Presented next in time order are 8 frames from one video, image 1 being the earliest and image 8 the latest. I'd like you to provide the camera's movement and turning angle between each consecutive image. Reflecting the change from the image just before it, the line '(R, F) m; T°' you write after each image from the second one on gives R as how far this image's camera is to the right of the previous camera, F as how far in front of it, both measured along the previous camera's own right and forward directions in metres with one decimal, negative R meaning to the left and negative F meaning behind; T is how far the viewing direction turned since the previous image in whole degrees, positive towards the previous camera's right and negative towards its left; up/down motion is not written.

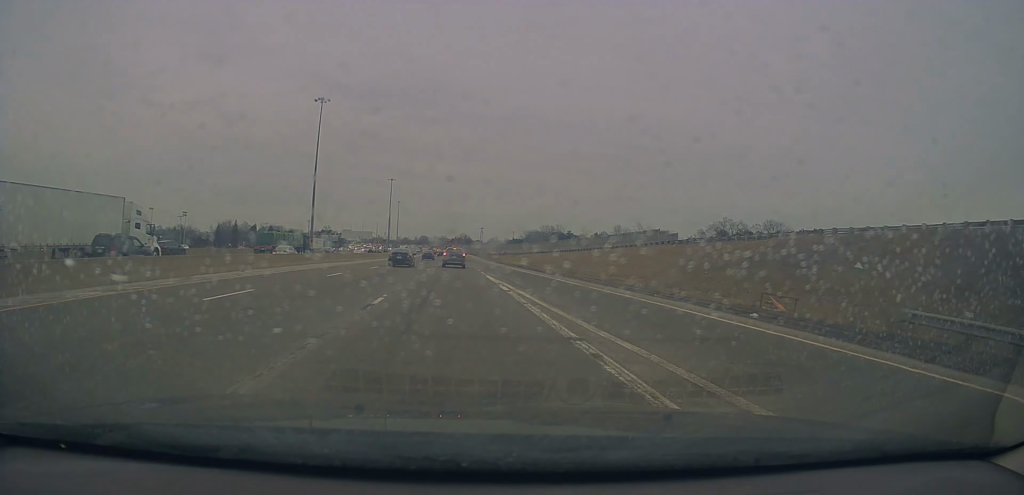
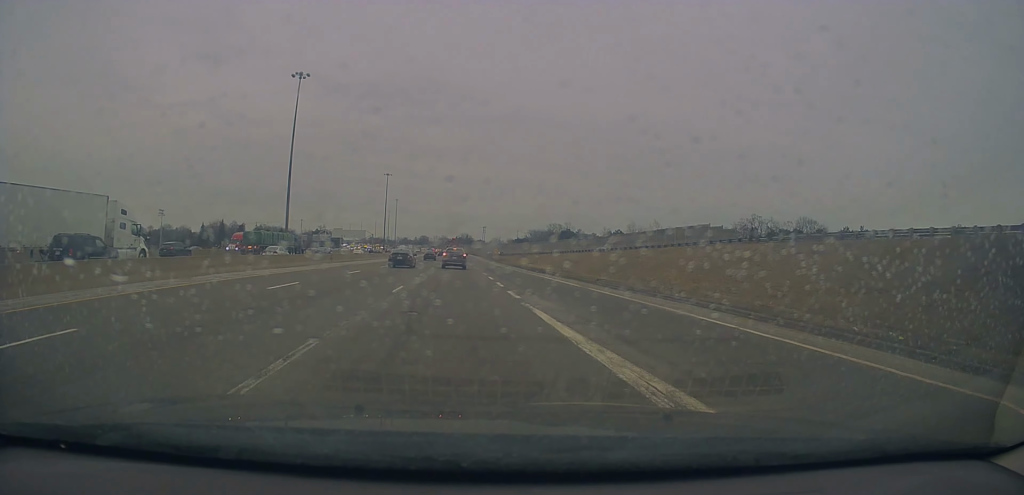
(+0.7, +21.9) m; +2°
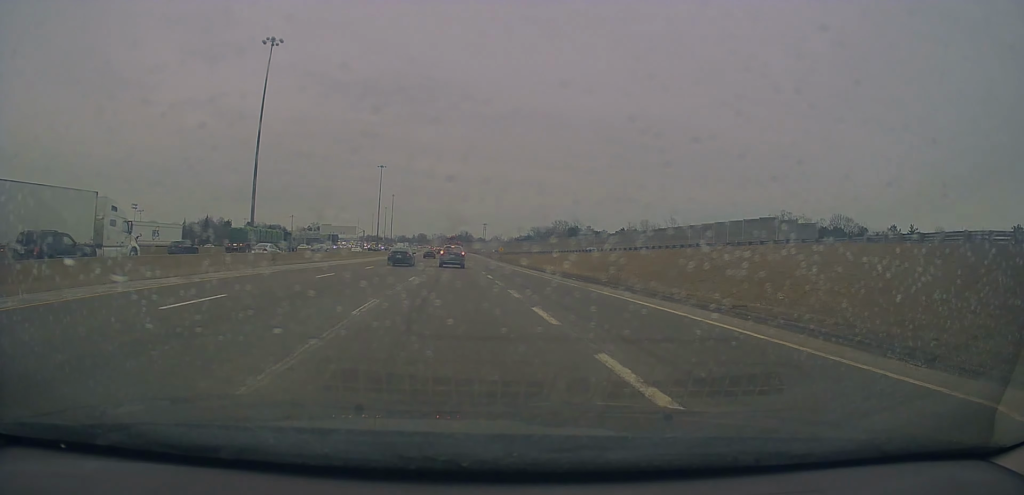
(+0.2, +19.8) m; +1°
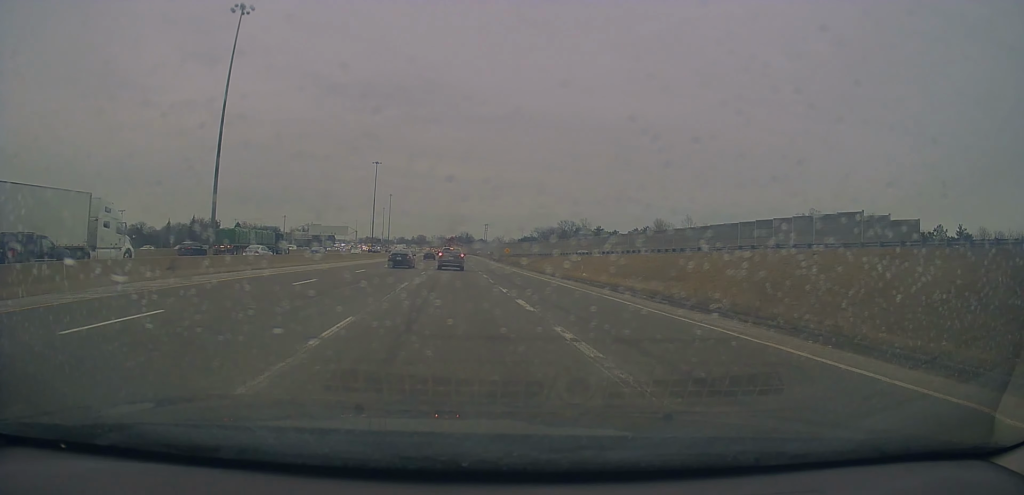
(0.0, +17.4) m; 0°
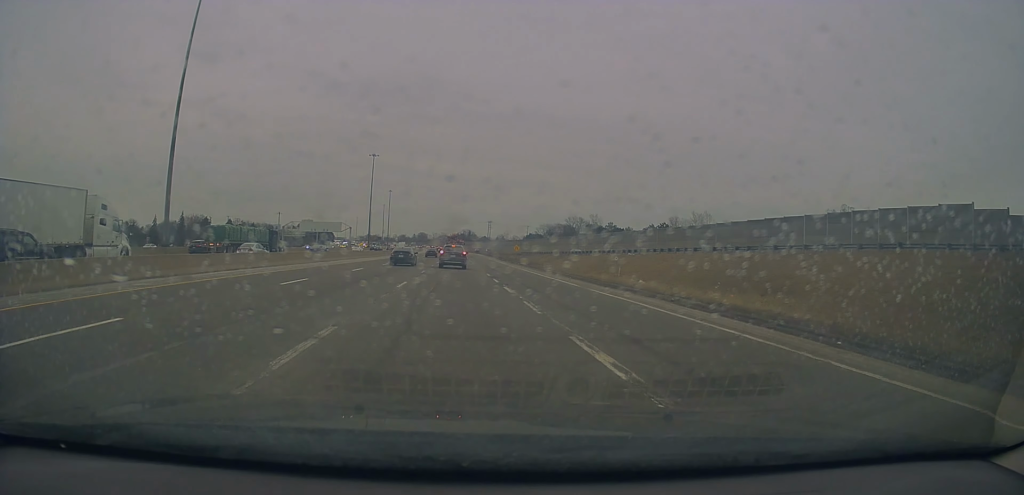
(0.0, +14.4) m; 0°
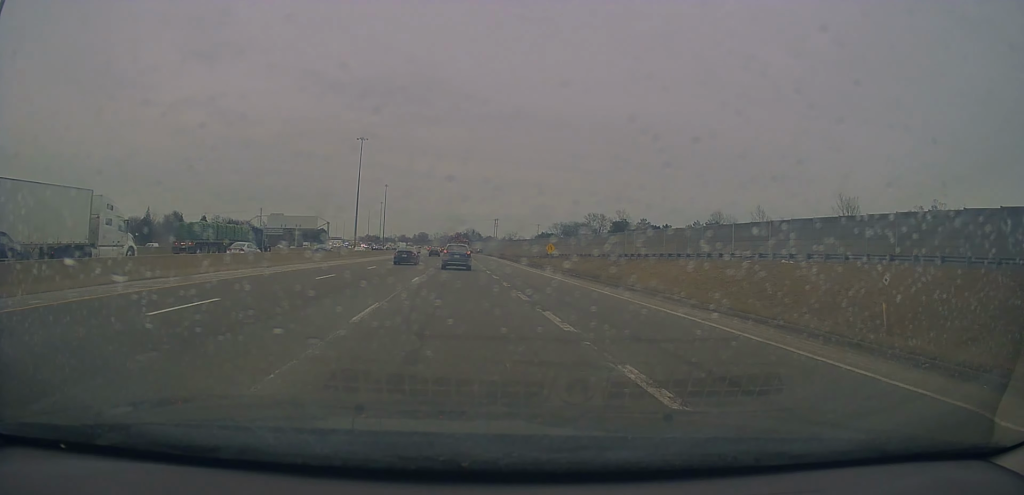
(0.0, +34.9) m; 0°
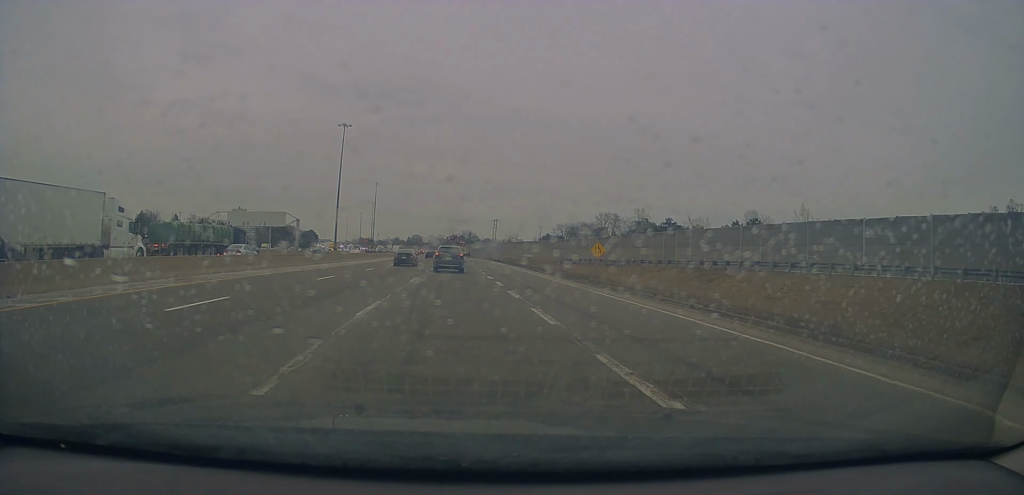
(0.0, +25.8) m; 0°
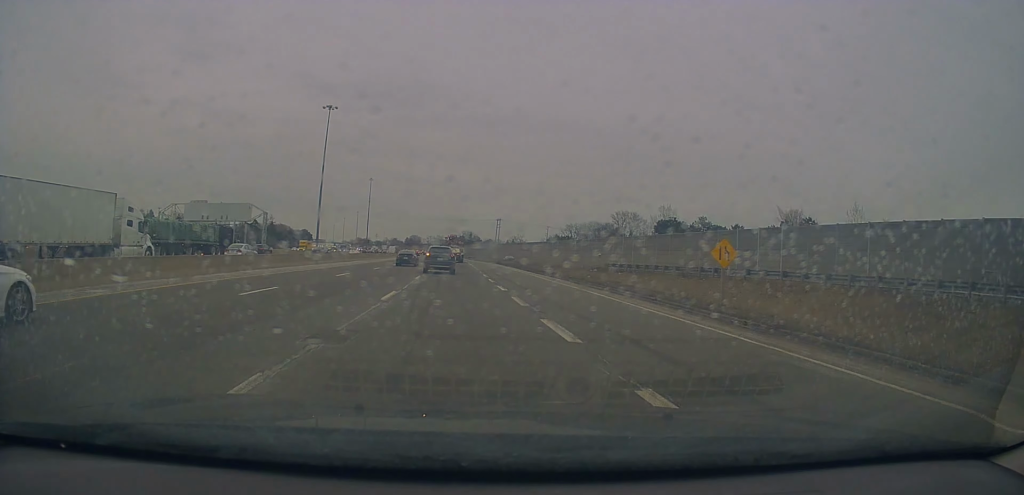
(-0.1, +20.4) m; -2°
